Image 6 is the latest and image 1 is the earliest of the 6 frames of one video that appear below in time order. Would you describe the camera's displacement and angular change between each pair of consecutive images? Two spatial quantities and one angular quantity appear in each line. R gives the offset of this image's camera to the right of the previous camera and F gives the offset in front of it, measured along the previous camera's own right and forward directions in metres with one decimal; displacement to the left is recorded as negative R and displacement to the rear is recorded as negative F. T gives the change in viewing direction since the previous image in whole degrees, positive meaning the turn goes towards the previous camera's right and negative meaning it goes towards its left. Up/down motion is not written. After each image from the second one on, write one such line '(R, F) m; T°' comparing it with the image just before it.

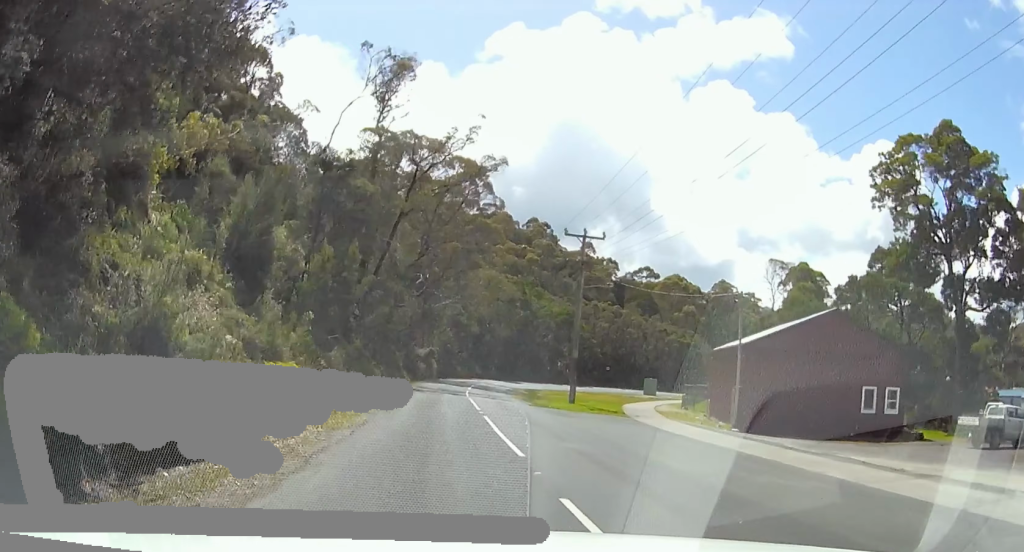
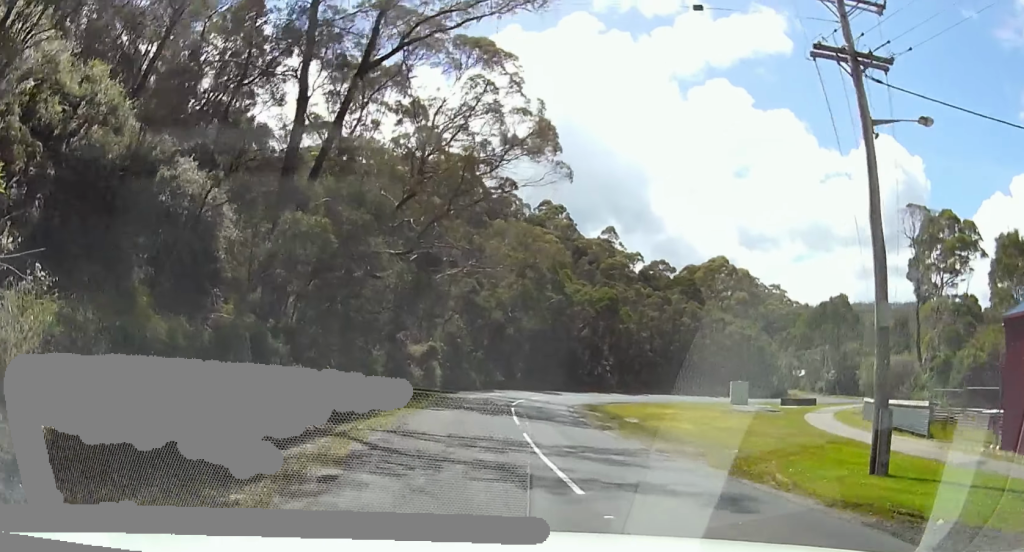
(-0.3, +25.7) m; -1°
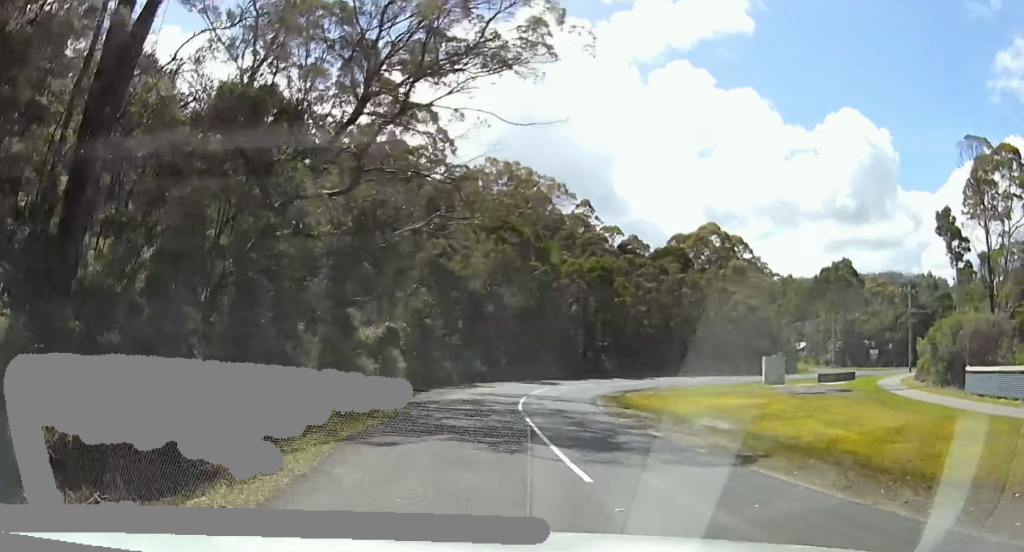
(0.0, +12.0) m; 0°
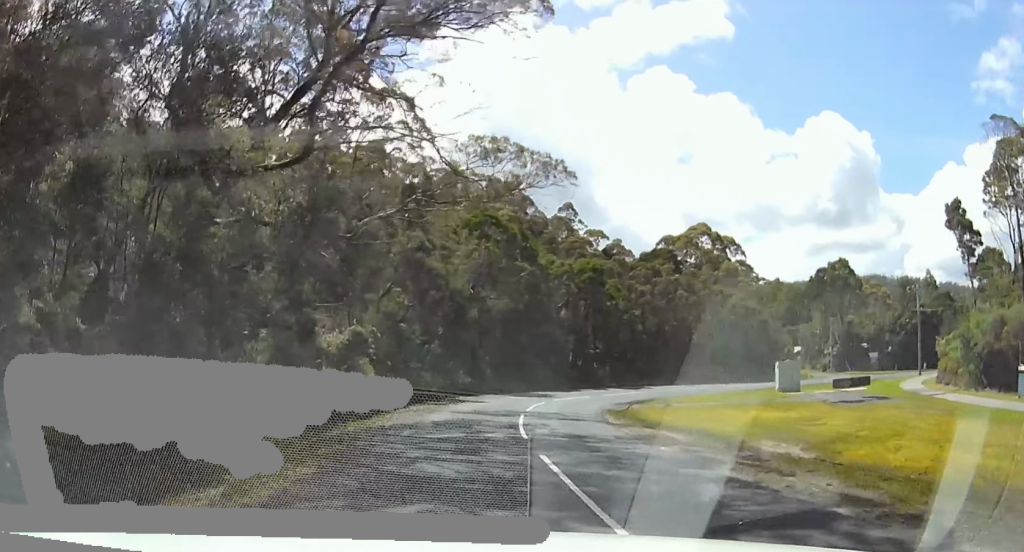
(0.0, +5.2) m; 0°
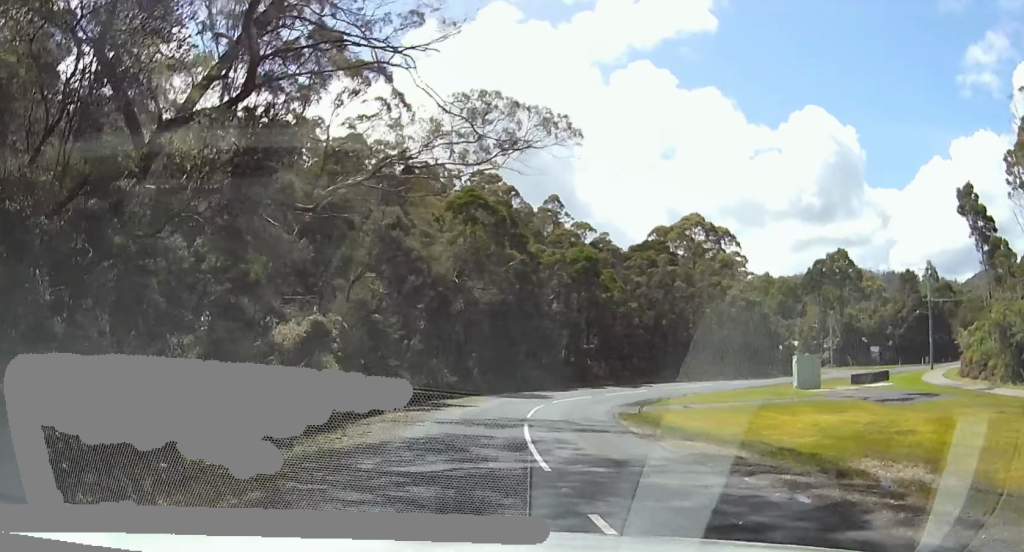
(0.0, +4.9) m; +5°
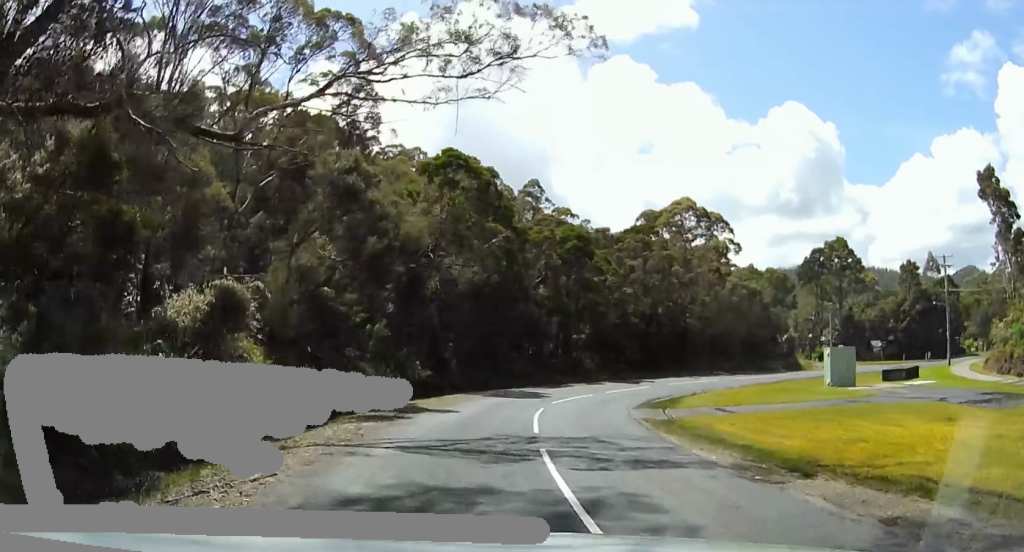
(-0.6, +7.0) m; +7°
